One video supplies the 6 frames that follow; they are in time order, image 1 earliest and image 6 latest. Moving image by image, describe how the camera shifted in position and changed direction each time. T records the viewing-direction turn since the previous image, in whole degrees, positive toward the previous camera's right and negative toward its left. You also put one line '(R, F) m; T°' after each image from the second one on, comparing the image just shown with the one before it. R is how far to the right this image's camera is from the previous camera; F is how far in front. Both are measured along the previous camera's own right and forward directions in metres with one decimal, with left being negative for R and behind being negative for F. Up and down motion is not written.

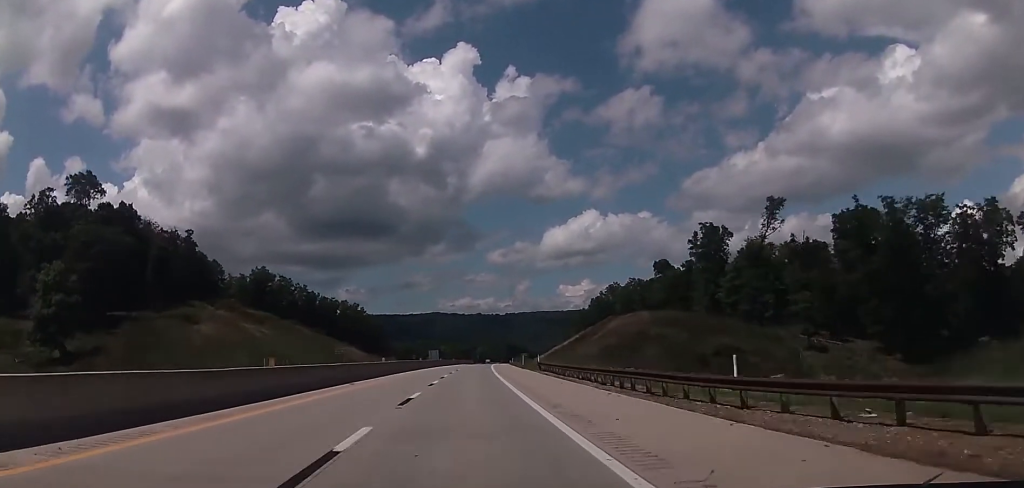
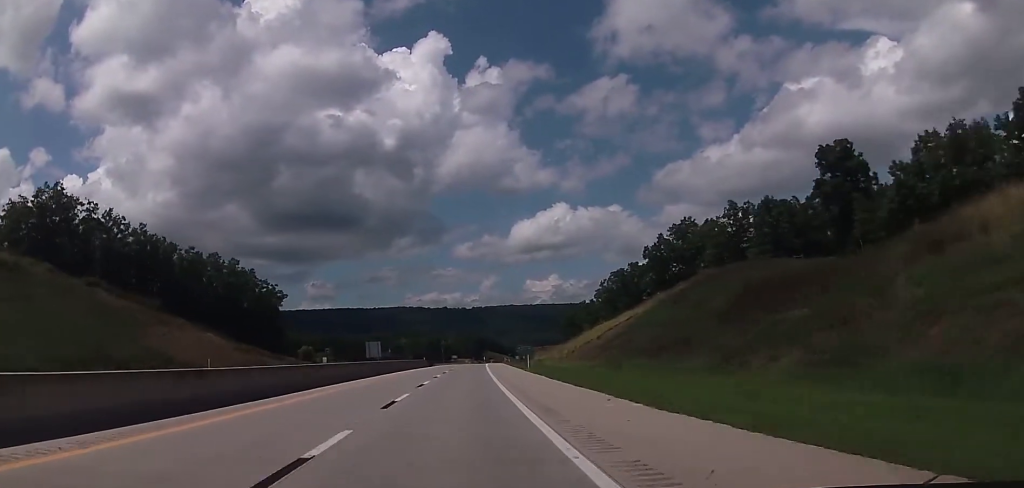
(+2.6, +110.6) m; +3°
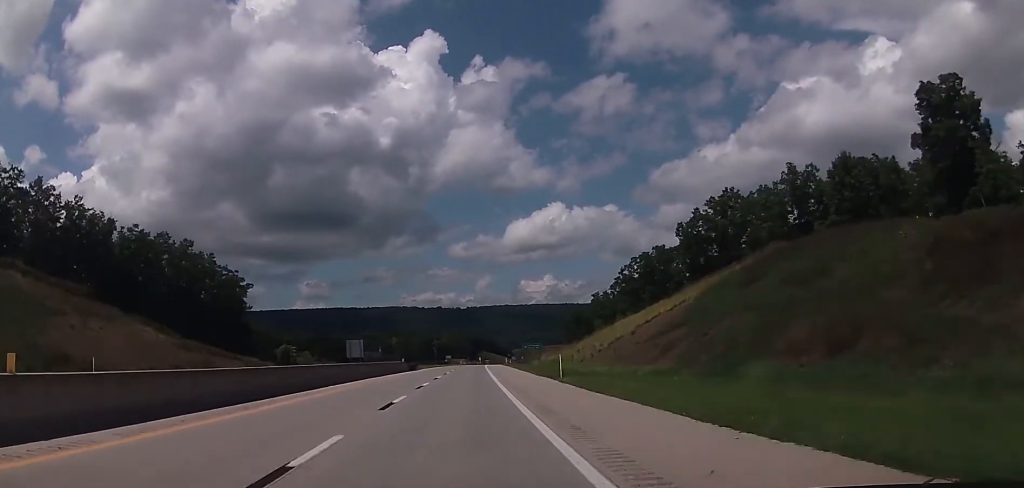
(0.0, +25.3) m; +1°
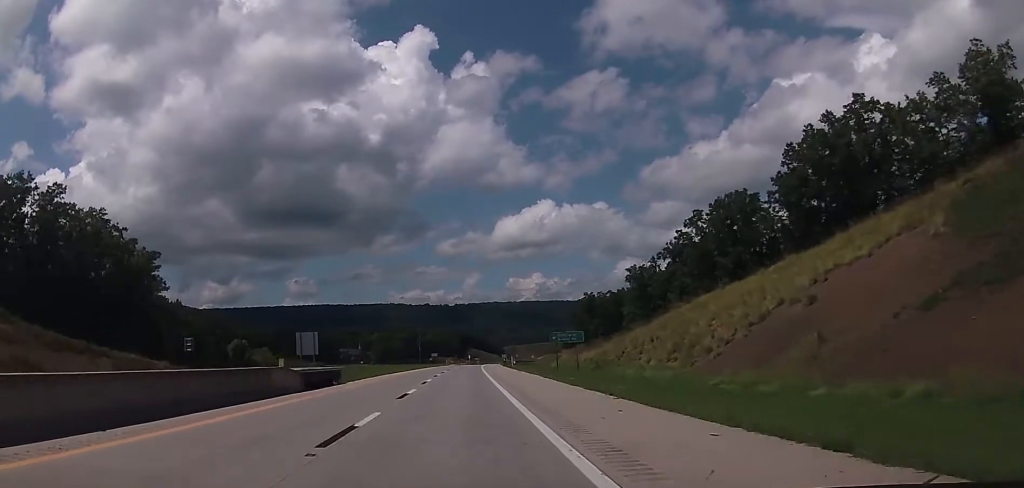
(+0.5, +44.1) m; +1°
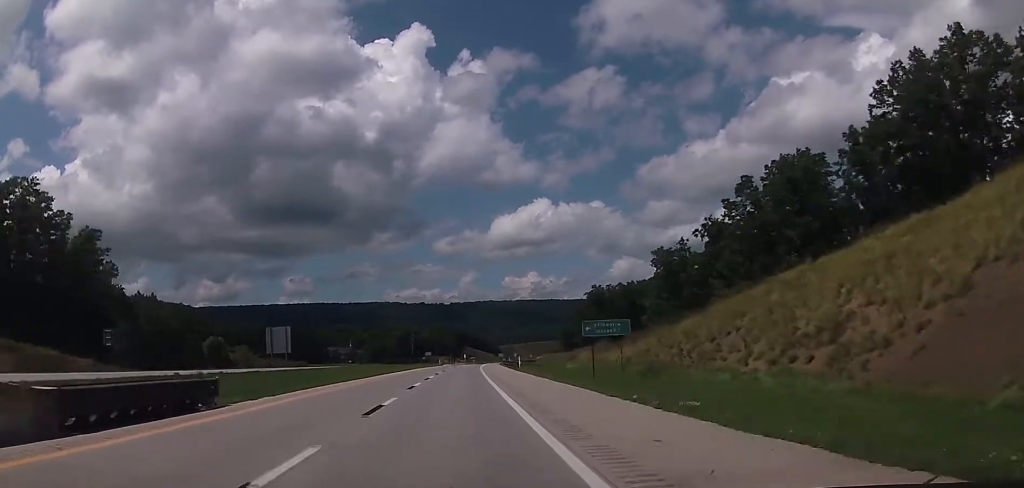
(+0.2, +18.8) m; 0°
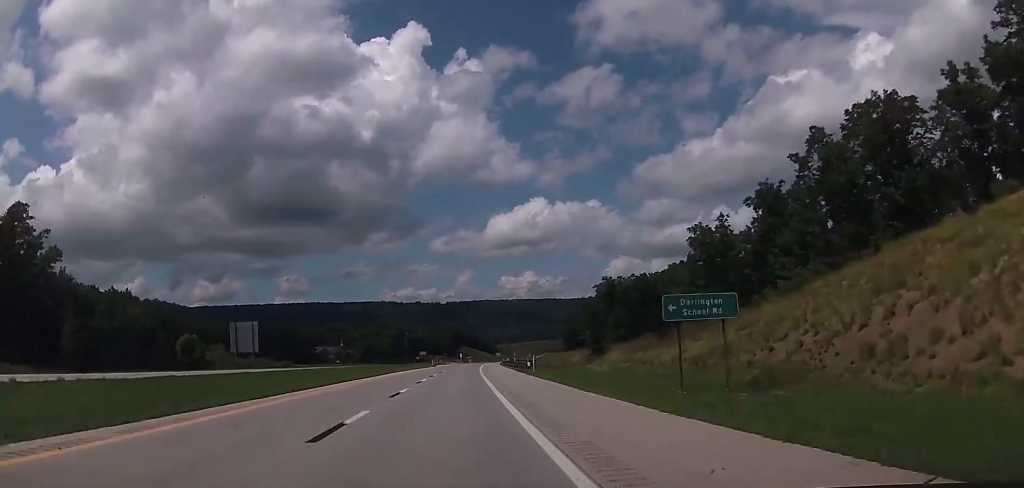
(+0.1, +17.7) m; 0°
